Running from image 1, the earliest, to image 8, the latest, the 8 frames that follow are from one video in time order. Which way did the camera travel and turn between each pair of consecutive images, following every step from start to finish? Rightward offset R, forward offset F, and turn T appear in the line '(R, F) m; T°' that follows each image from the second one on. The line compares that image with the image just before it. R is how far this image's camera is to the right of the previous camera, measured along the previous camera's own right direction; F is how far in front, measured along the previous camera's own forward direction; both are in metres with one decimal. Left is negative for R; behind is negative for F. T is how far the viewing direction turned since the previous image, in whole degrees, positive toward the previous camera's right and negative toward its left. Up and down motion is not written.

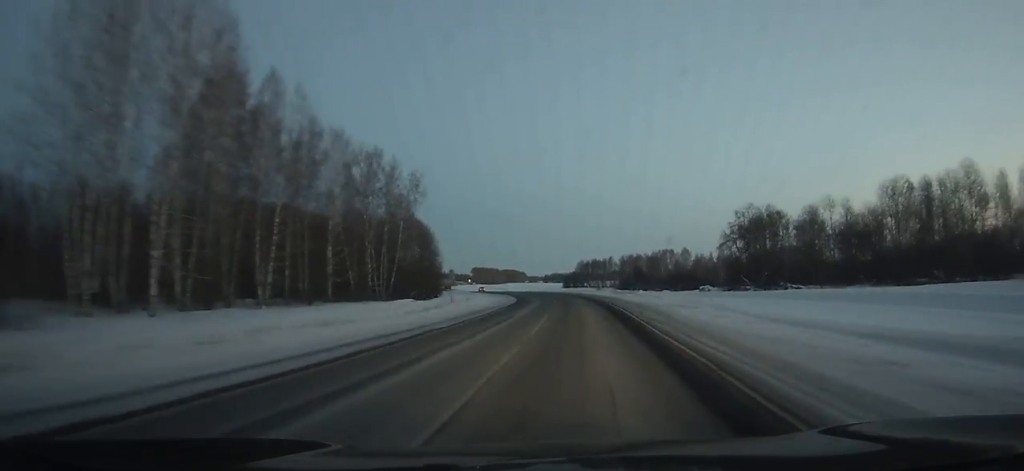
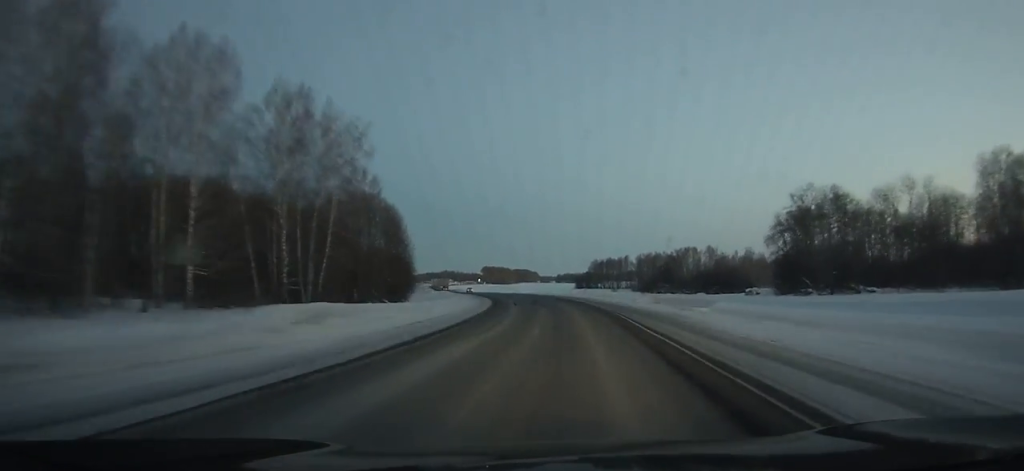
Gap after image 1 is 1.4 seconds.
(-0.5, +29.4) m; -2°
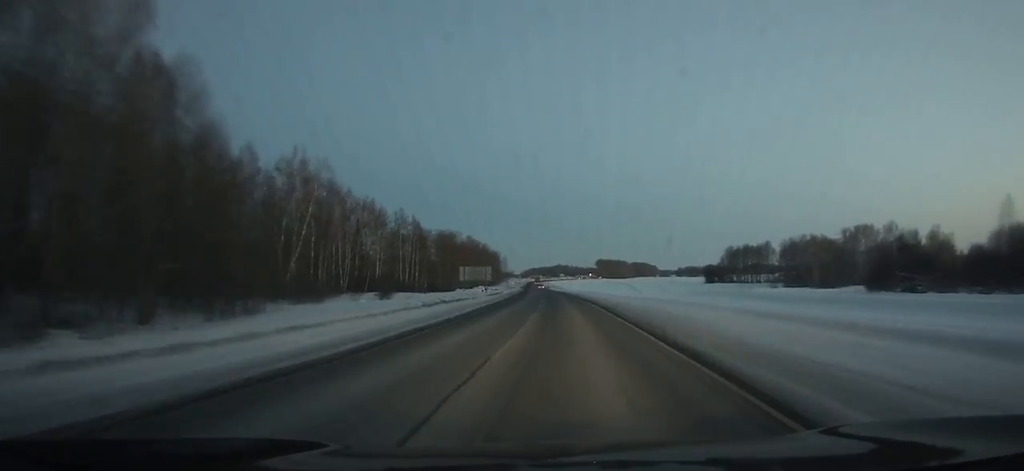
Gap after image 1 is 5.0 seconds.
(-5.3, +79.0) m; -8°
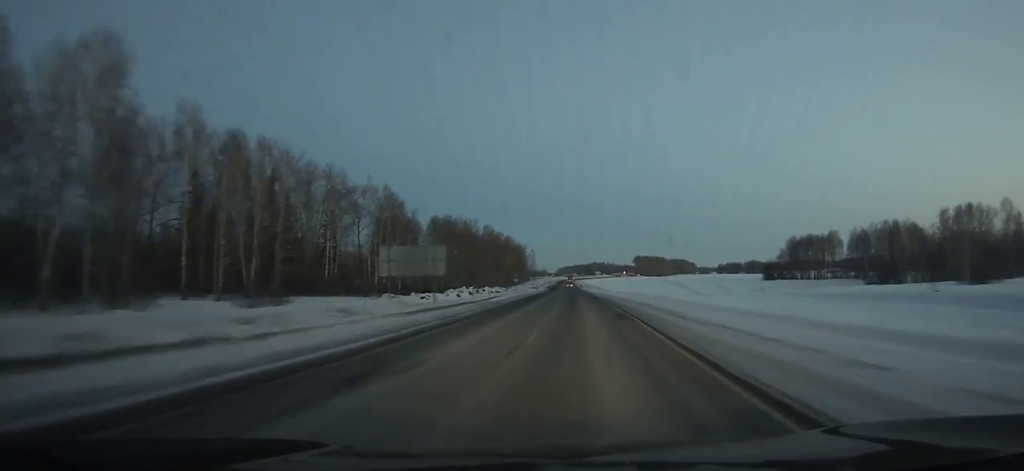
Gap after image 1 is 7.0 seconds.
(-1.7, +46.0) m; -4°
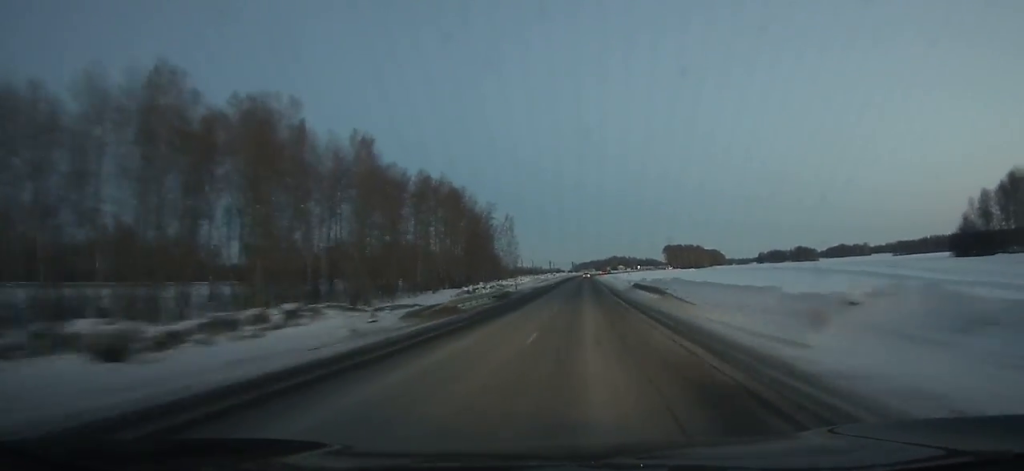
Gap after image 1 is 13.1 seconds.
(-6.7, +147.0) m; -3°
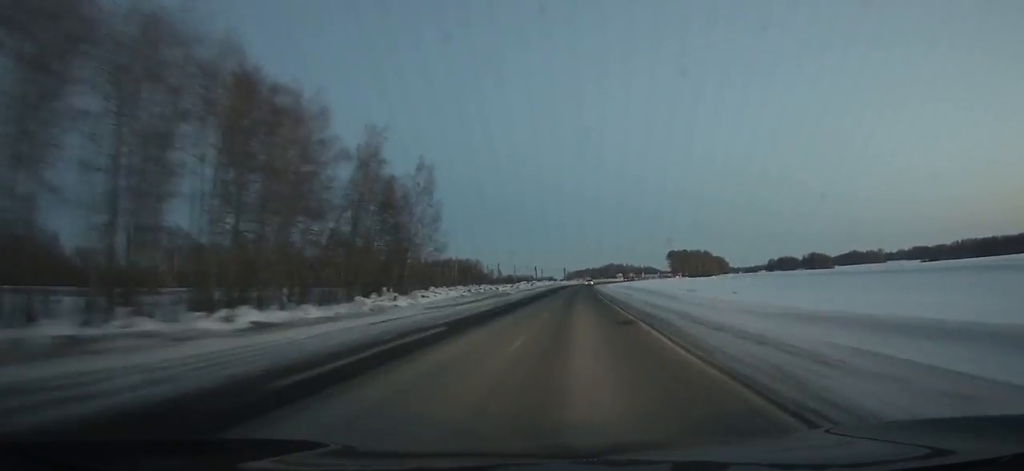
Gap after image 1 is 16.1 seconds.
(+0.2, +73.2) m; 0°
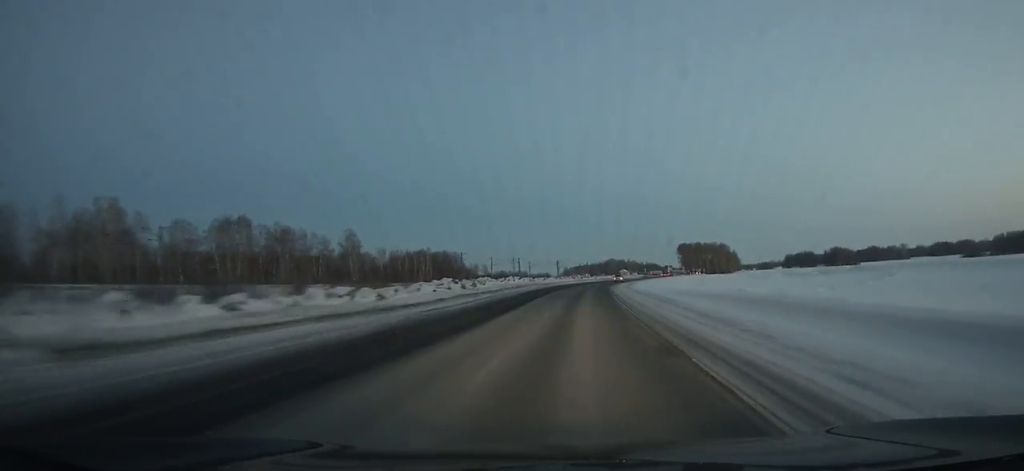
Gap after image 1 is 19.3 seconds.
(+0.4, +76.1) m; +2°
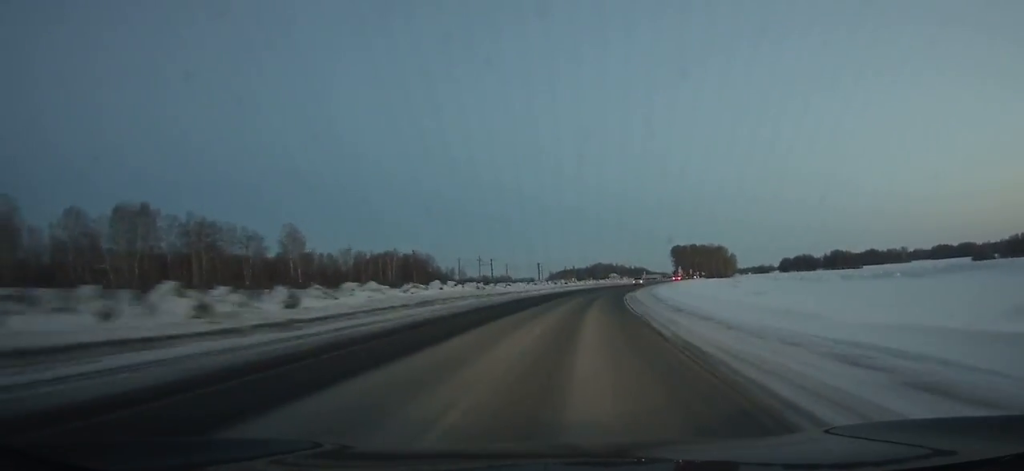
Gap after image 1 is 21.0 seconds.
(-0.2, +39.1) m; +2°
